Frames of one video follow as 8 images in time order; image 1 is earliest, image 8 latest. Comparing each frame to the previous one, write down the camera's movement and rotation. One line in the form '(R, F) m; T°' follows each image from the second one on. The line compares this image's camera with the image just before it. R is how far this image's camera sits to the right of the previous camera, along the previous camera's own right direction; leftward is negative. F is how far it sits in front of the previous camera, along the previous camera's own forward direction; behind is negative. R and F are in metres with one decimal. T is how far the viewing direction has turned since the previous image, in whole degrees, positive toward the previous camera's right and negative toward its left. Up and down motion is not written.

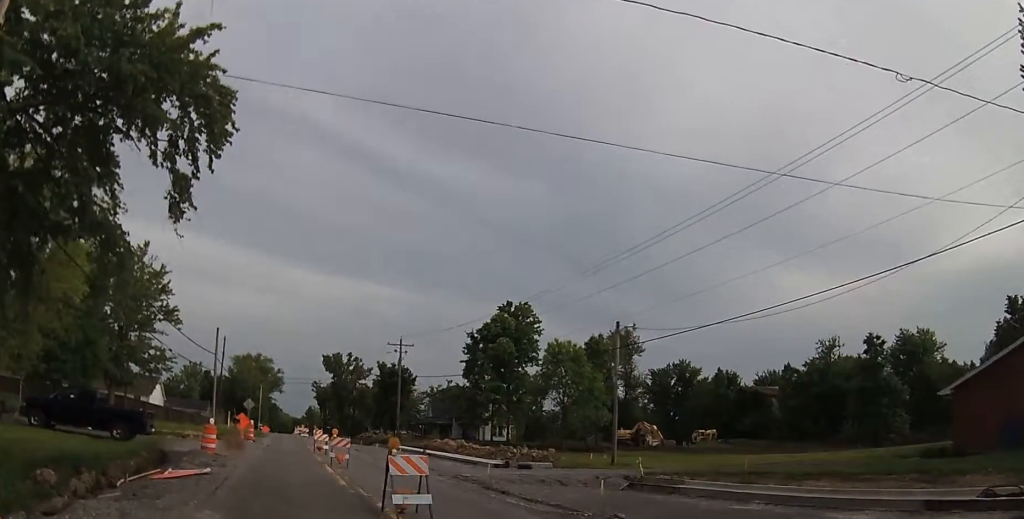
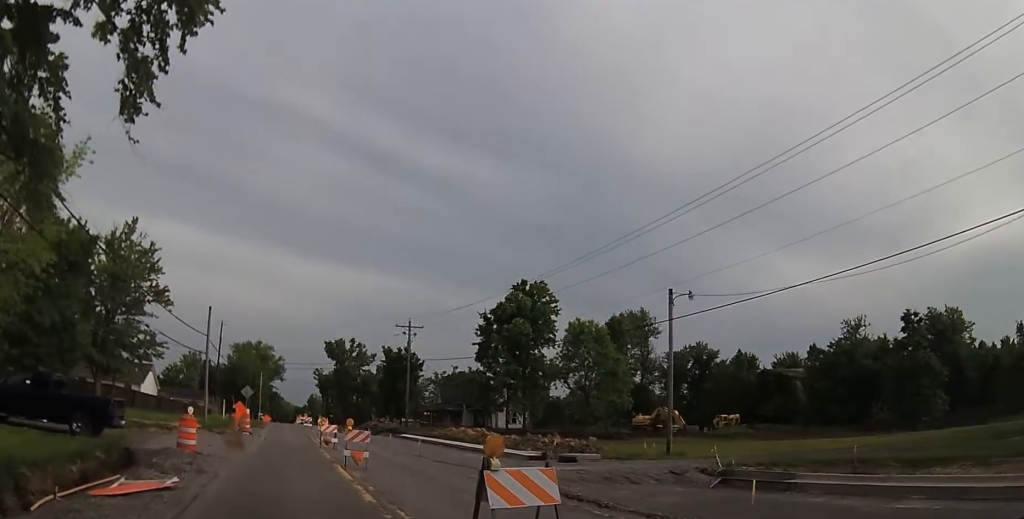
(-0.1, +5.1) m; -1°
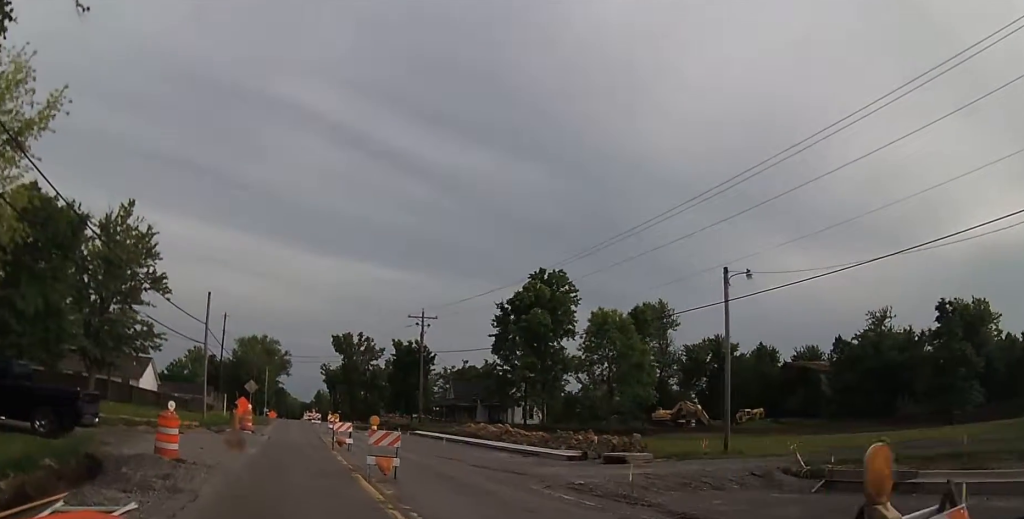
(0.0, +3.7) m; 0°
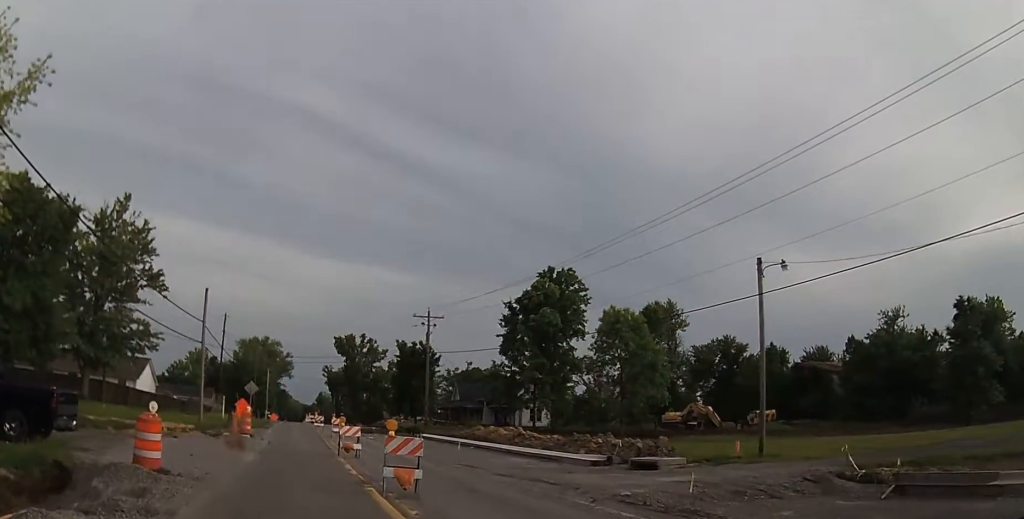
(0.0, +1.9) m; 0°
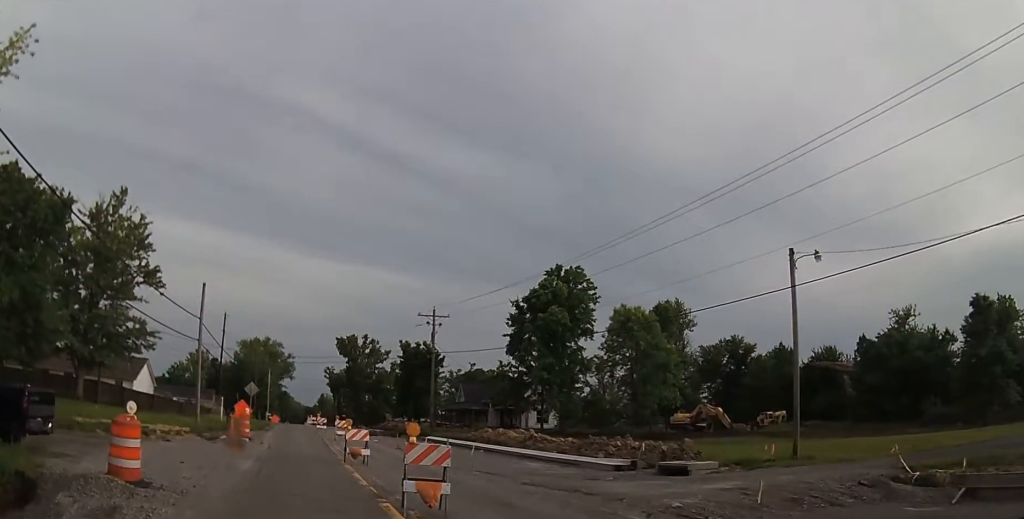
(0.0, +1.7) m; 0°
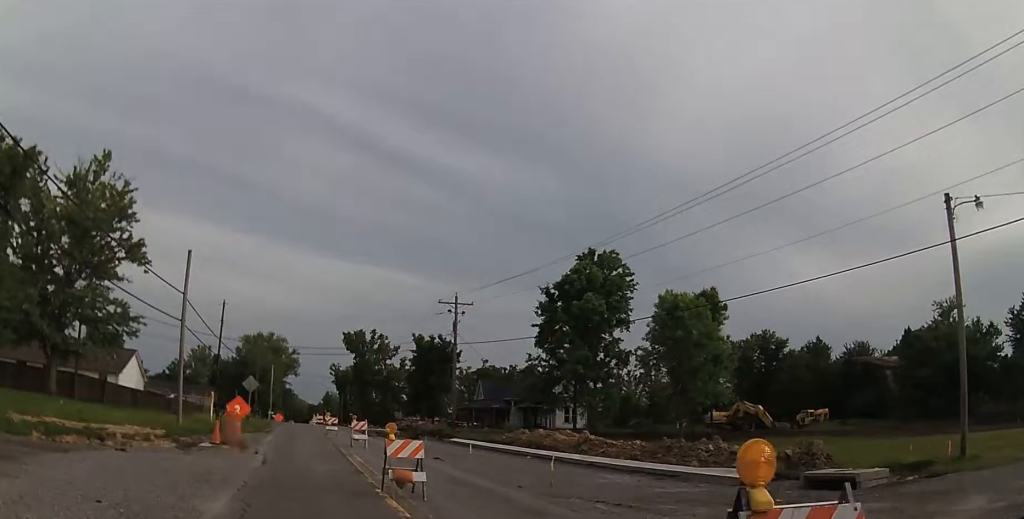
(0.0, +7.0) m; 0°
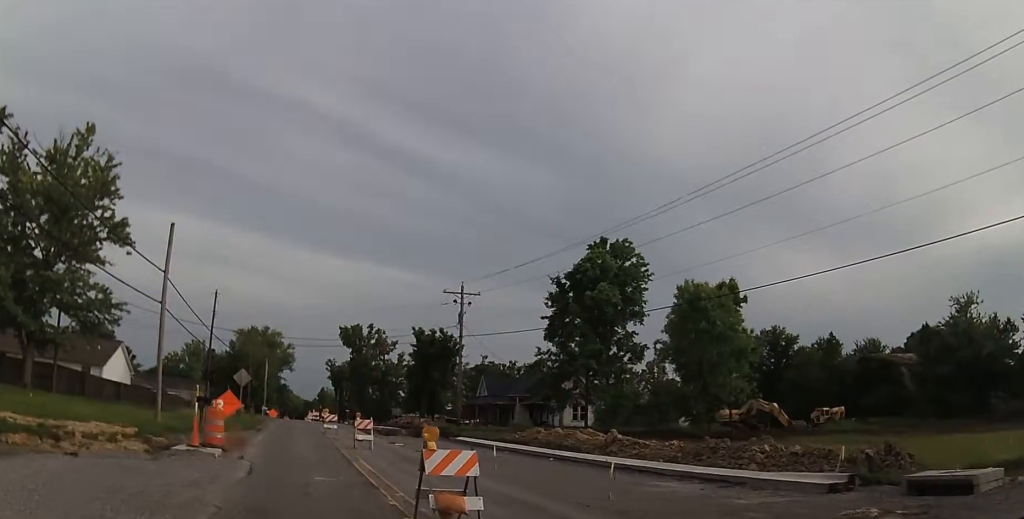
(0.0, +3.0) m; -1°
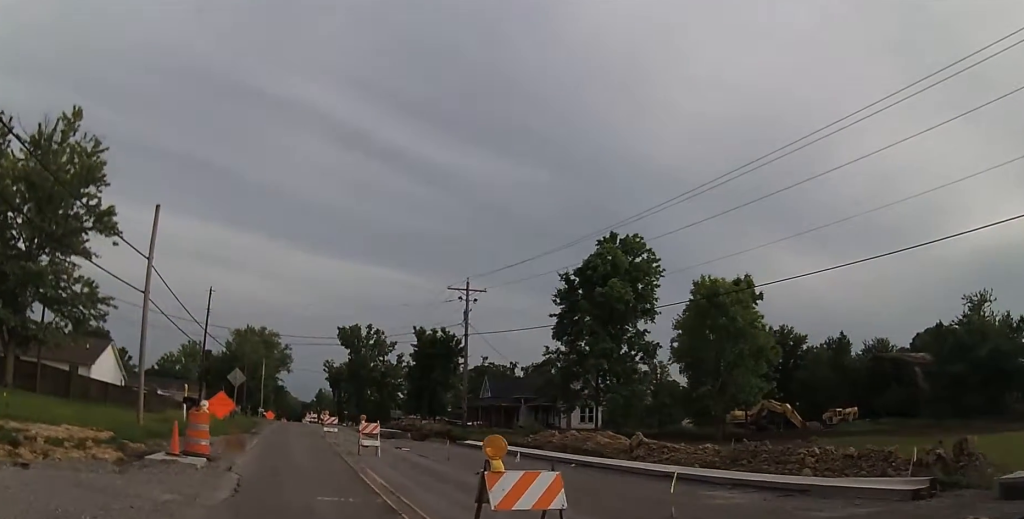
(0.0, +2.7) m; -5°
